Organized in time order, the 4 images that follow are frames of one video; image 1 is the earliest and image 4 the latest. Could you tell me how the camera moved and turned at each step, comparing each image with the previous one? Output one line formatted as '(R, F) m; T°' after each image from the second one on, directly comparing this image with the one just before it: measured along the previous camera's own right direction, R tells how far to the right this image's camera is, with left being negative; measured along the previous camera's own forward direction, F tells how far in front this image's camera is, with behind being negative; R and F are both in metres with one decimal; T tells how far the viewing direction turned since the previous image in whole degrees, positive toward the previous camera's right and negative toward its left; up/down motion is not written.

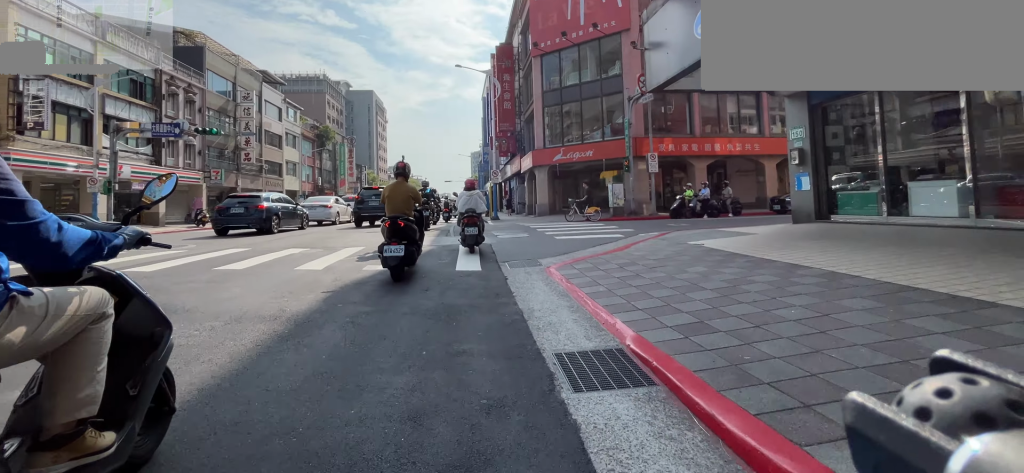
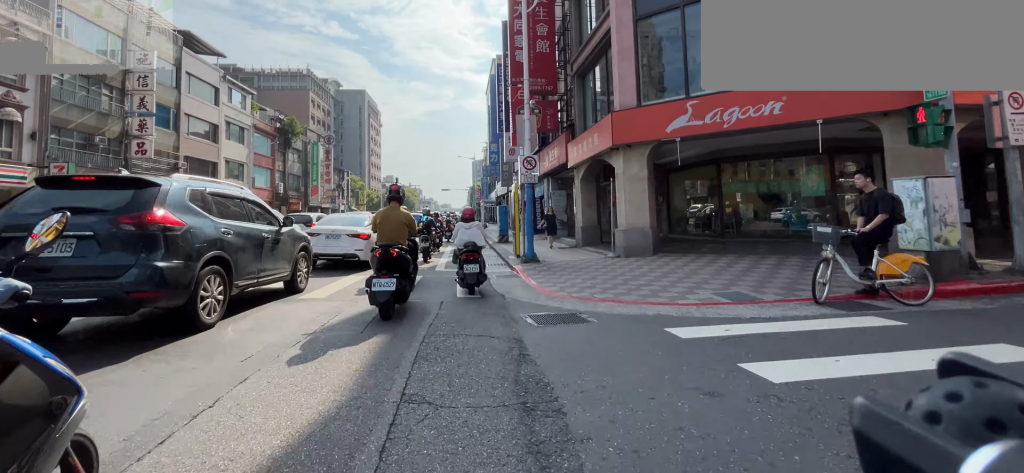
(+0.2, +14.9) m; 0°
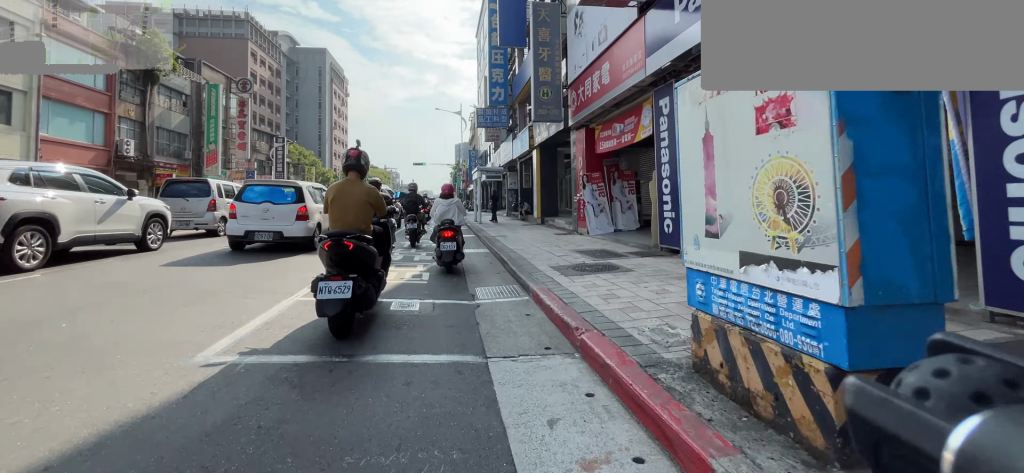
(-0.2, +23.5) m; +1°
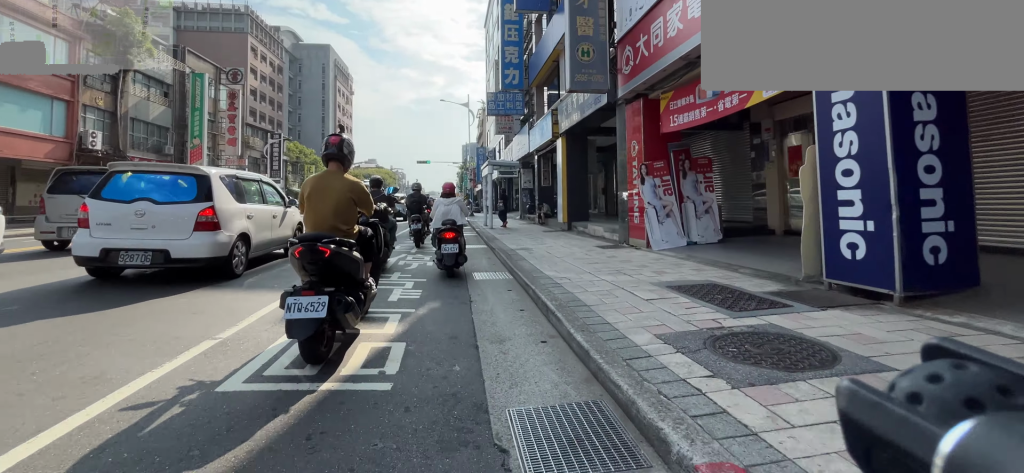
(0.0, +3.8) m; 0°
